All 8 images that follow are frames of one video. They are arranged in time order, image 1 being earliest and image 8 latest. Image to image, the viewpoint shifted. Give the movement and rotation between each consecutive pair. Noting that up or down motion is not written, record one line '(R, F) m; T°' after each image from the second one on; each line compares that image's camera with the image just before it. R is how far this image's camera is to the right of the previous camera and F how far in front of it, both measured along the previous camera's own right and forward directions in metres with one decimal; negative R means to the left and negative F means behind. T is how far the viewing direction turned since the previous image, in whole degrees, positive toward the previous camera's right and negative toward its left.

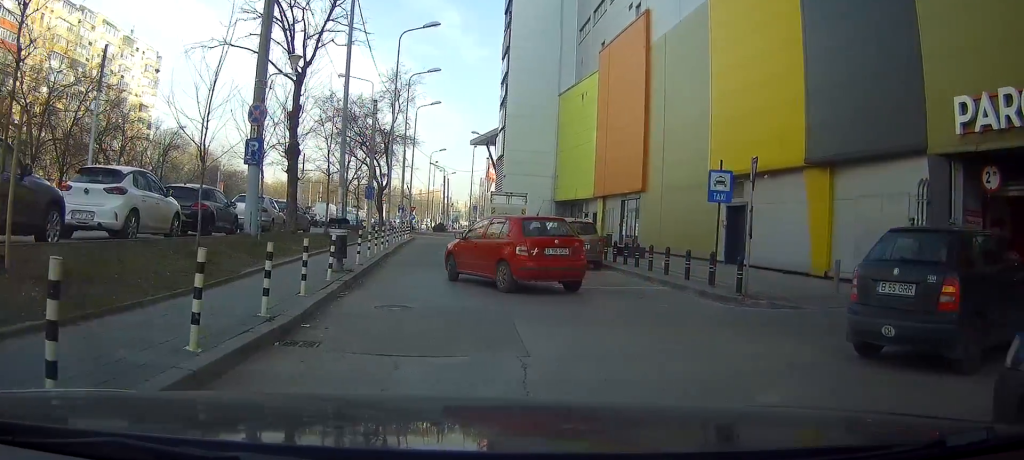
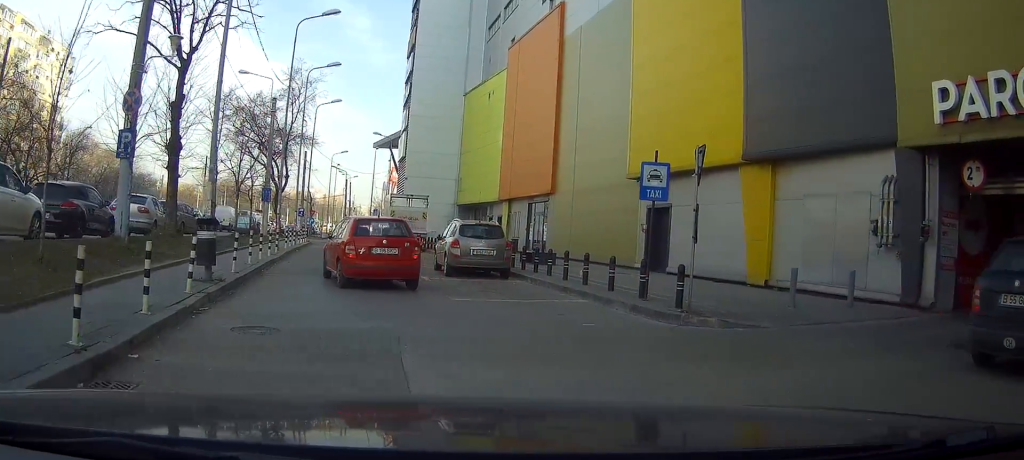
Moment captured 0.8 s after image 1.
(+0.2, +2.8) m; +7°
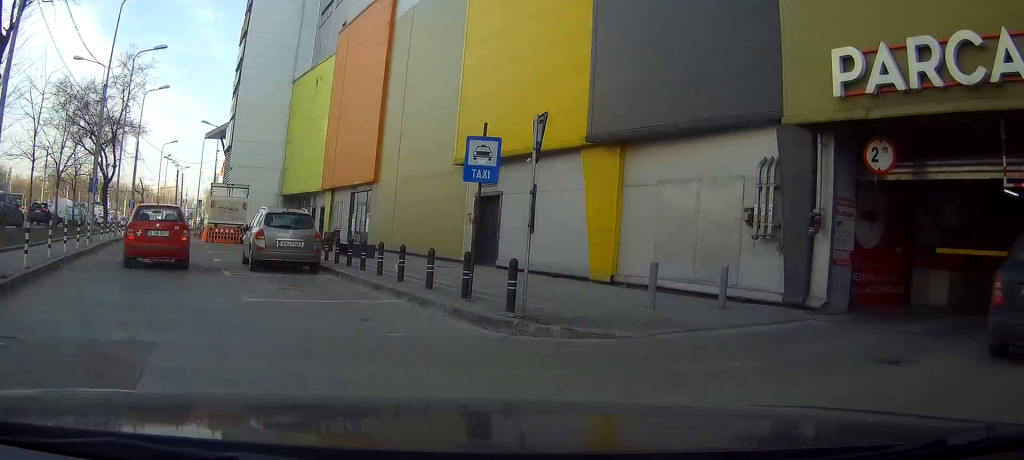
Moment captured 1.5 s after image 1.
(+0.1, +2.1) m; +8°
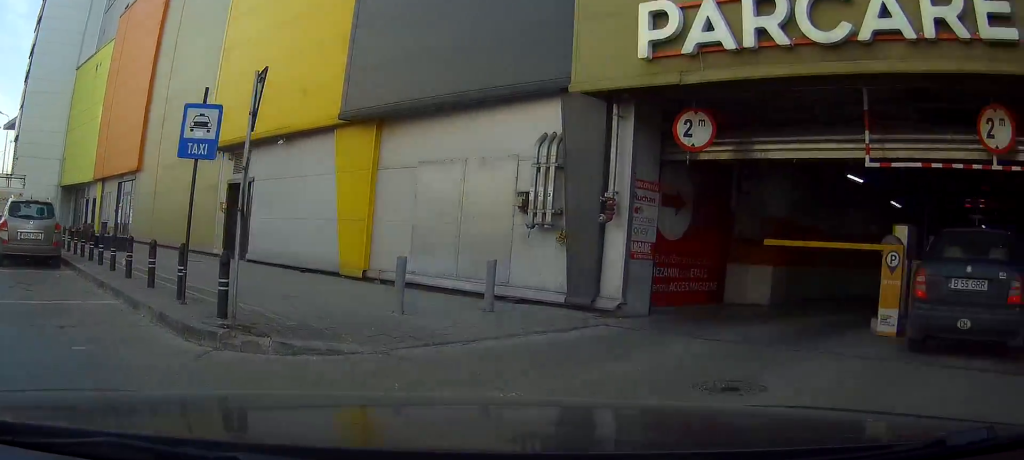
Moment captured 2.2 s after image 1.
(+0.2, +1.8) m; +6°
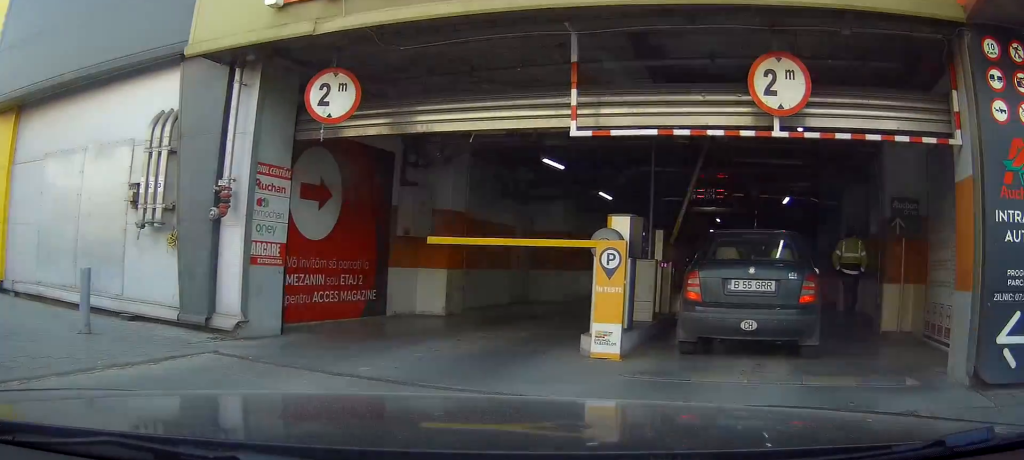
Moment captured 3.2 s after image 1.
(+0.1, +1.9) m; +6°
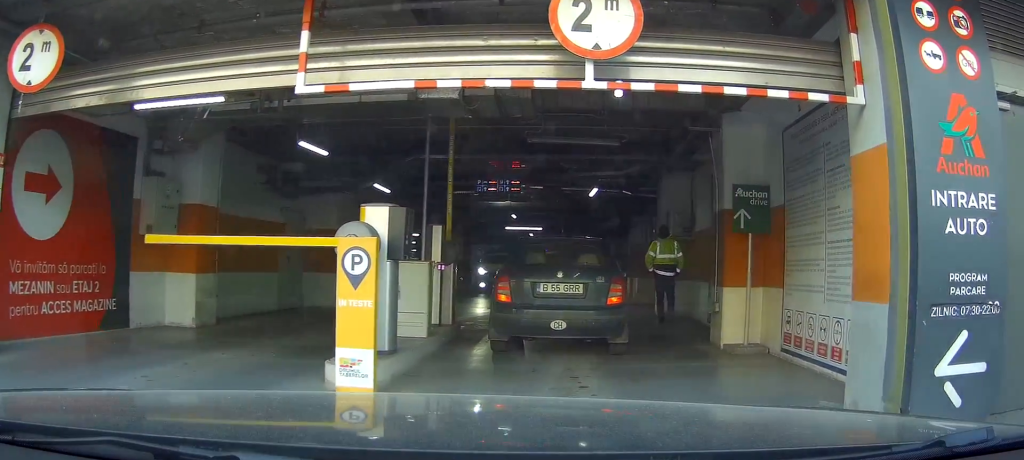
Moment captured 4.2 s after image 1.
(+0.1, +1.5) m; +3°
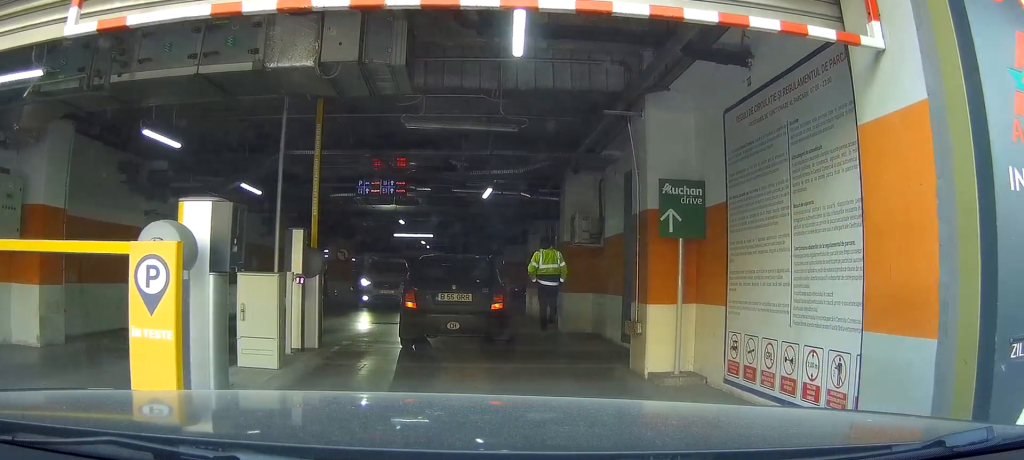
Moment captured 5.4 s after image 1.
(+0.5, +1.5) m; 0°
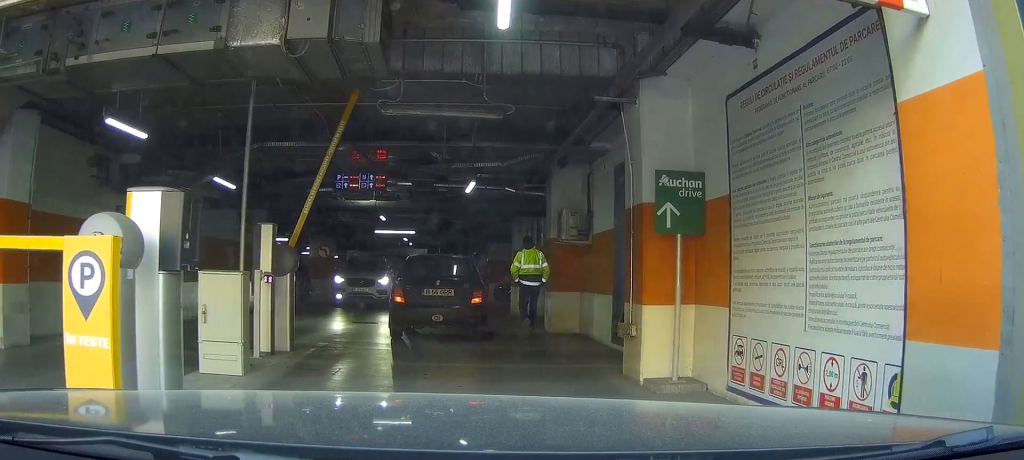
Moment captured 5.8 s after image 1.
(+0.3, +0.5) m; 0°
